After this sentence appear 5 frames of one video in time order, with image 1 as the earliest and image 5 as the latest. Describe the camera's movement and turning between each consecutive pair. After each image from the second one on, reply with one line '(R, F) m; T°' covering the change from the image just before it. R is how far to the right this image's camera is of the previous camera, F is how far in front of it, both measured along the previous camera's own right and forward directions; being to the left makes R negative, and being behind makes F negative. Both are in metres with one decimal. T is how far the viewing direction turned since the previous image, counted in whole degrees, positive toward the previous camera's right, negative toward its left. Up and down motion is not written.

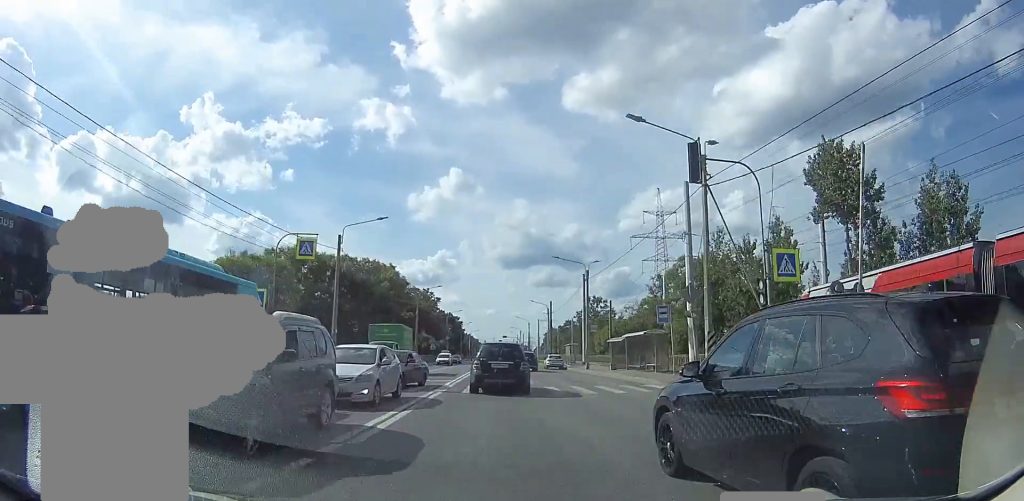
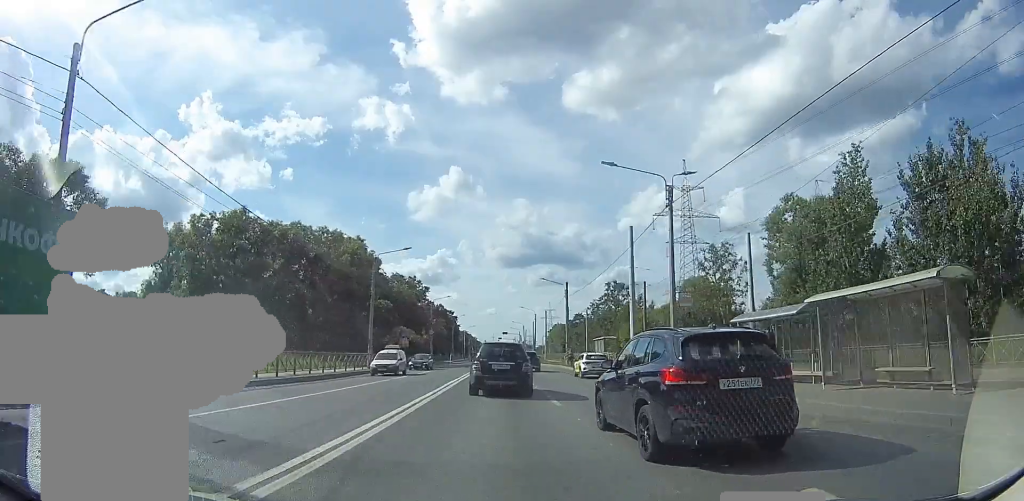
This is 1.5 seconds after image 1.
(+0.2, +21.5) m; +4°
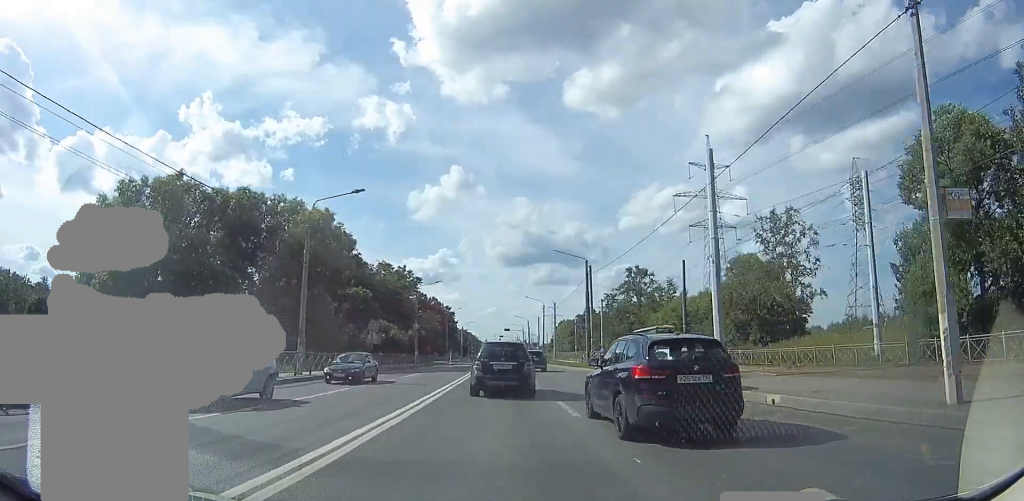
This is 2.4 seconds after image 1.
(+0.7, +14.6) m; 0°
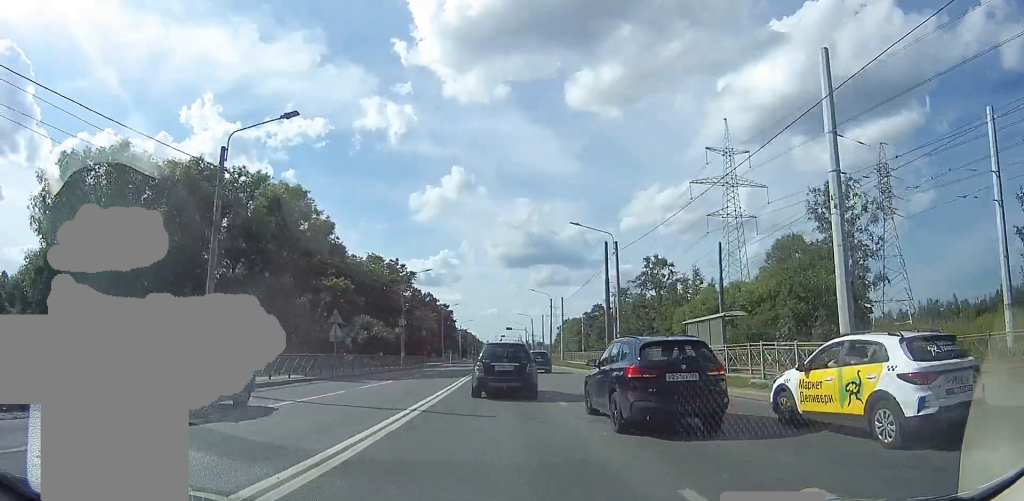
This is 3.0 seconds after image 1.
(-0.5, +9.1) m; -3°
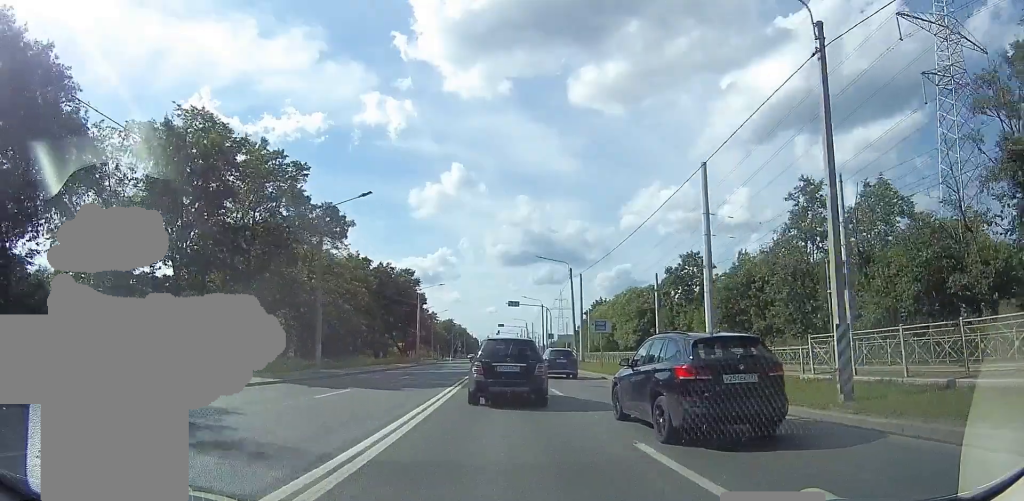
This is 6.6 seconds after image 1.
(0.0, +56.9) m; +1°
